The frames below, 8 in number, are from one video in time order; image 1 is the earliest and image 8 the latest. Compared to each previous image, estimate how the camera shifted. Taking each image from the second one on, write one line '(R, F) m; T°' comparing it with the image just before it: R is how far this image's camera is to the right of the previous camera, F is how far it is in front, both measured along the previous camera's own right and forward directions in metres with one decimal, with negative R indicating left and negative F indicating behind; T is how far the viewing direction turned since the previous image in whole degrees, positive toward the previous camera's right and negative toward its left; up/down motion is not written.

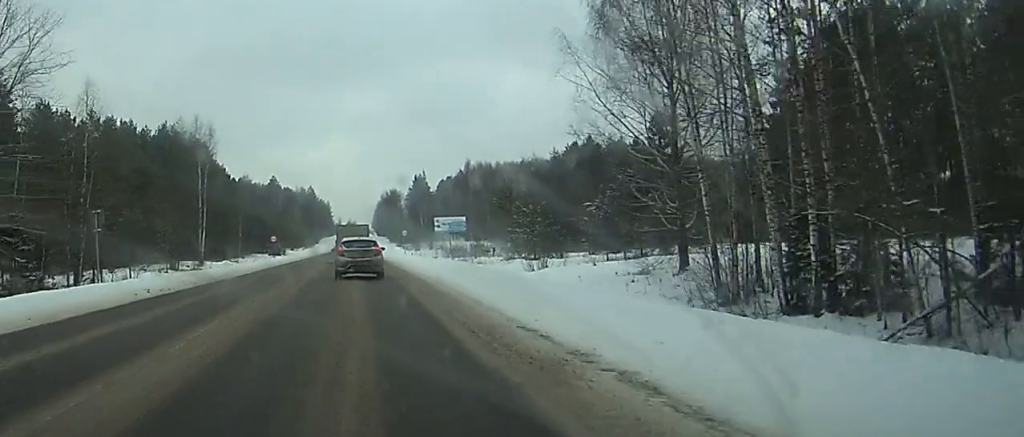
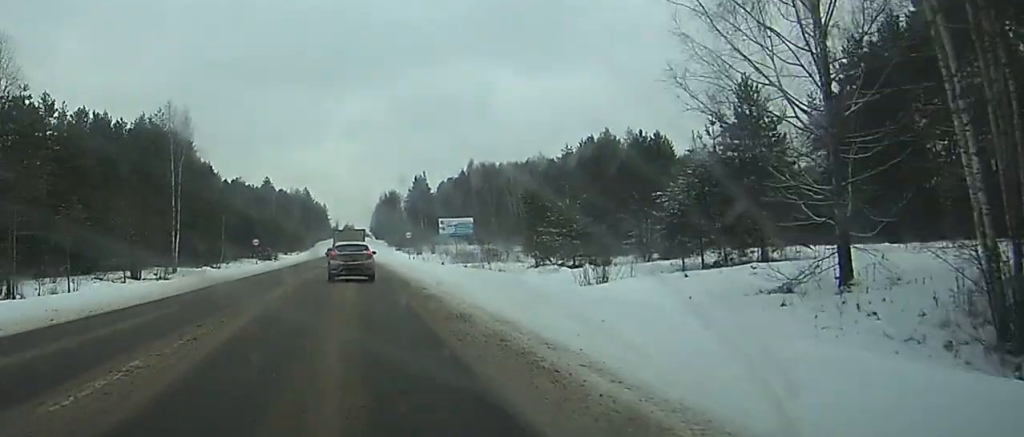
(0.0, +16.1) m; 0°
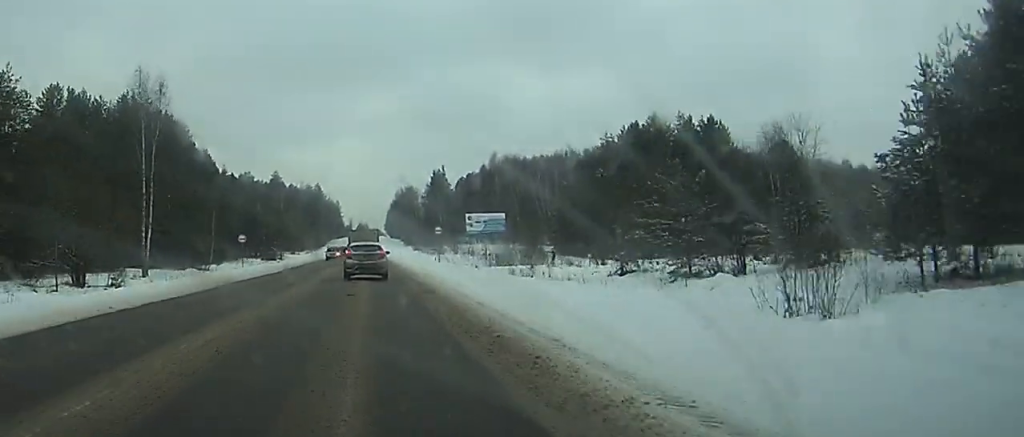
(-0.1, +21.2) m; 0°
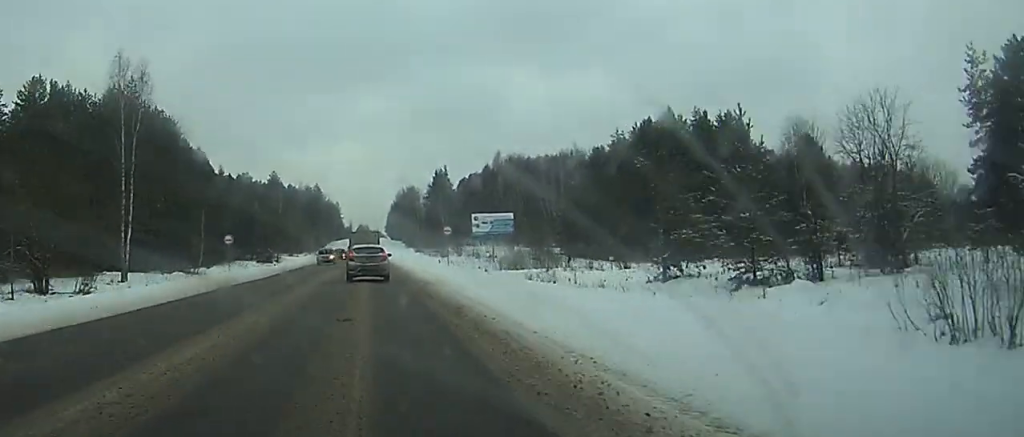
(0.0, +7.7) m; 0°
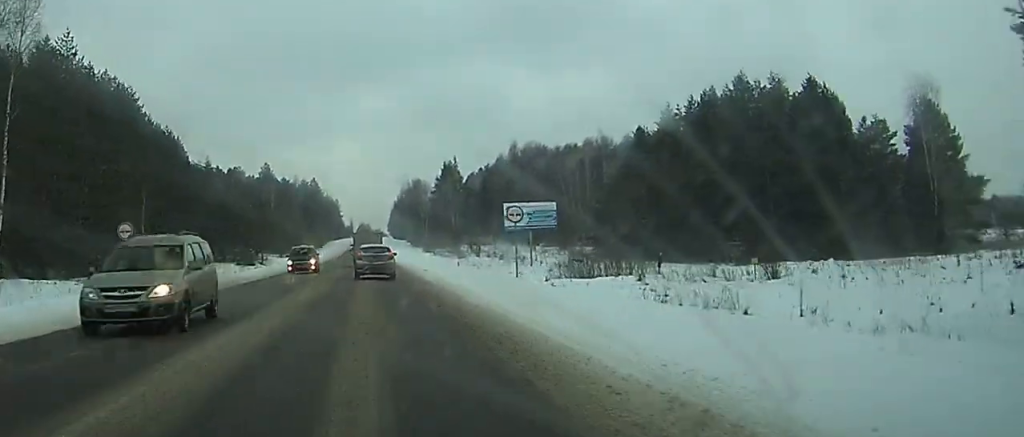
(-0.1, +28.8) m; 0°
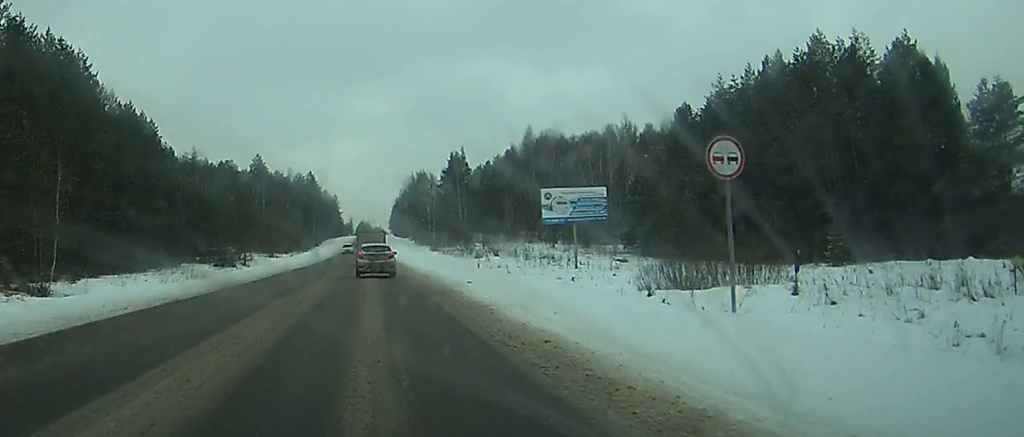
(+0.2, +21.3) m; 0°
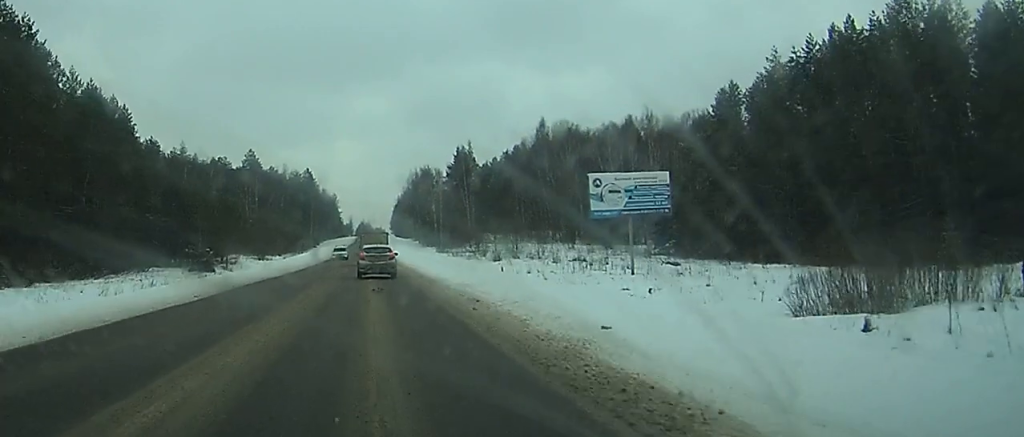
(0.0, +17.1) m; -1°
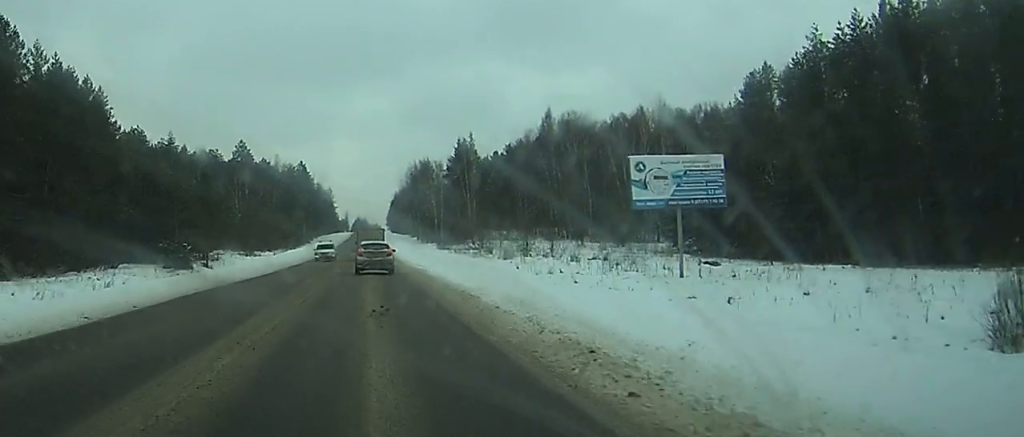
(0.0, +10.8) m; -1°
